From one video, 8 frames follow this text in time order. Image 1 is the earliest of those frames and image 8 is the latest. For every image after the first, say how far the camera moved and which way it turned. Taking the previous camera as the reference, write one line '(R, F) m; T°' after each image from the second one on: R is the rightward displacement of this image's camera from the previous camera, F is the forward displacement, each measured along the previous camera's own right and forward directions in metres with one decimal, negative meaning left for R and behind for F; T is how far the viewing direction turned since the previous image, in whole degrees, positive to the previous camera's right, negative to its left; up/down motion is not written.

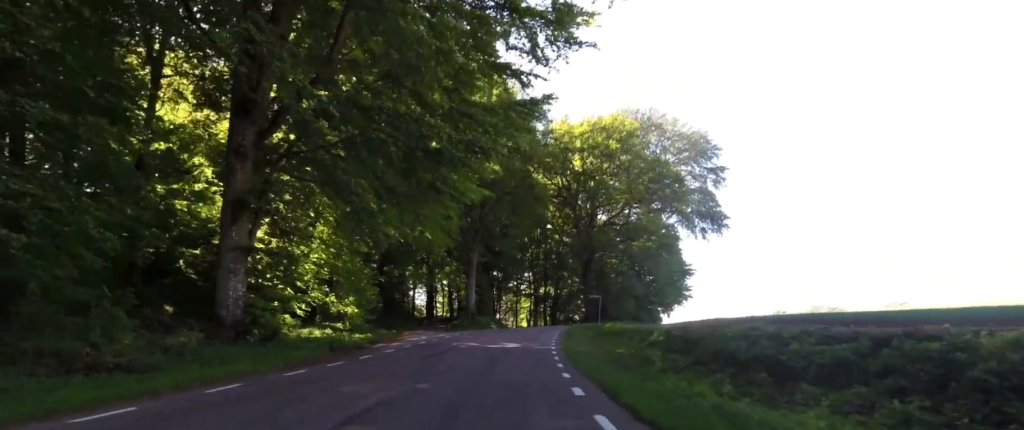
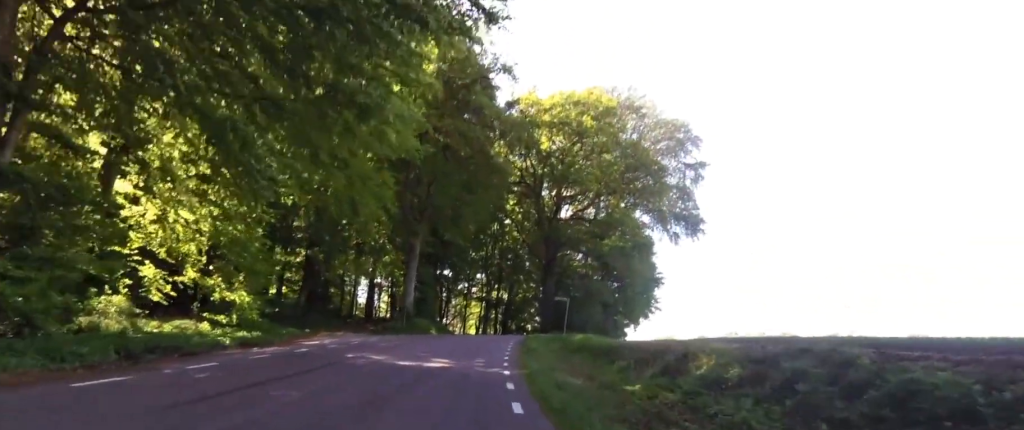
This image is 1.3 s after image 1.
(0.0, +9.6) m; 0°
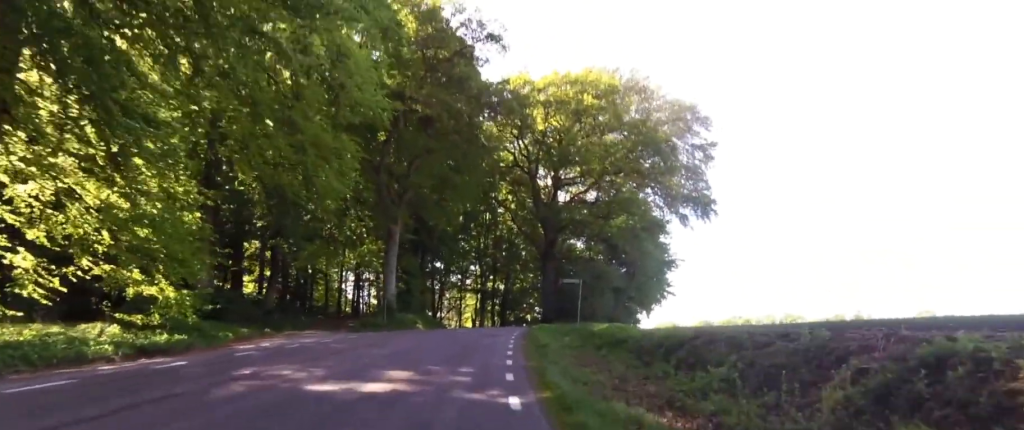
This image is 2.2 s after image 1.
(0.0, +6.4) m; 0°
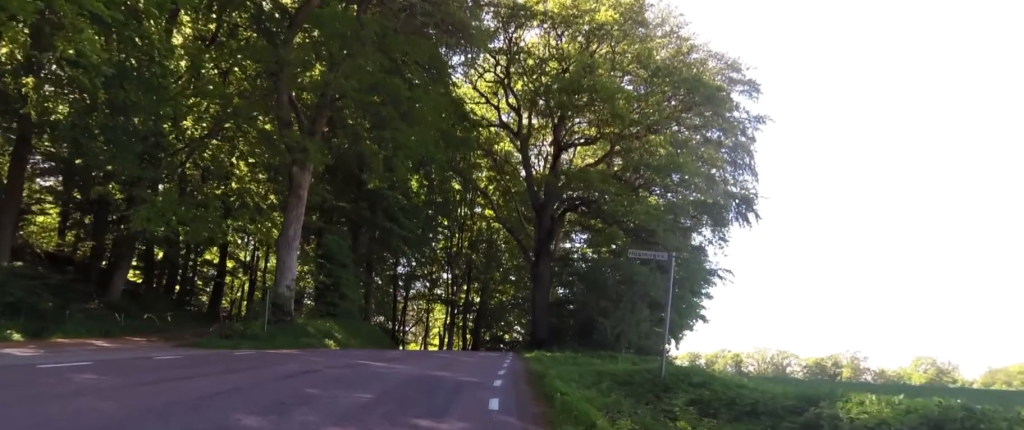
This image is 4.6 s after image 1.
(+2.5, +14.7) m; +14°
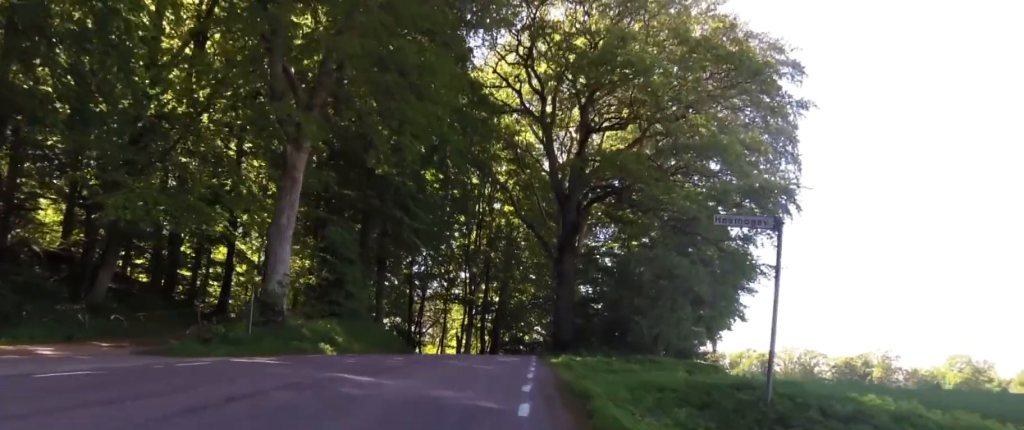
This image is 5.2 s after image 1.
(-0.2, +3.1) m; -5°
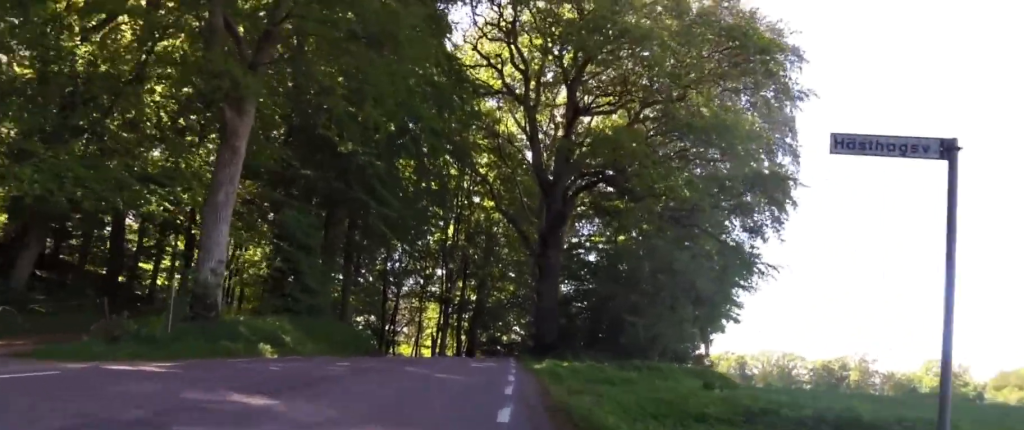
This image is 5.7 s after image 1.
(-0.5, +3.1) m; -7°
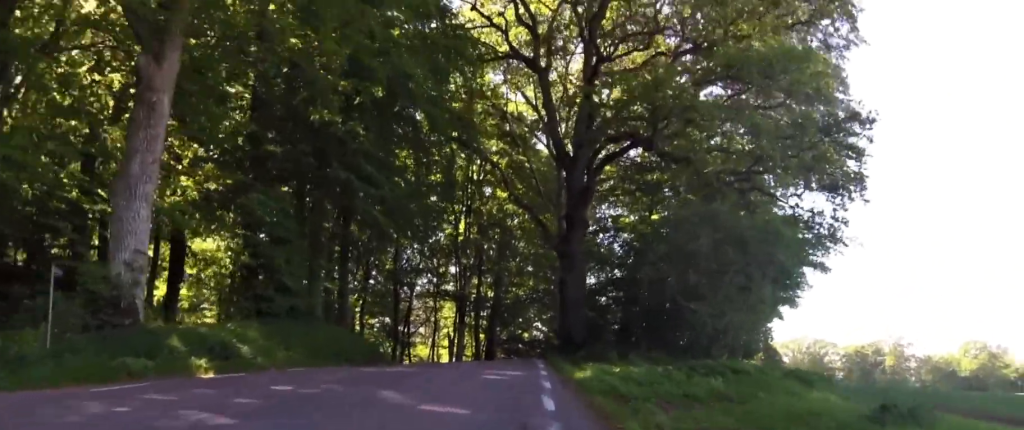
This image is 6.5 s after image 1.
(-0.1, +4.9) m; +9°
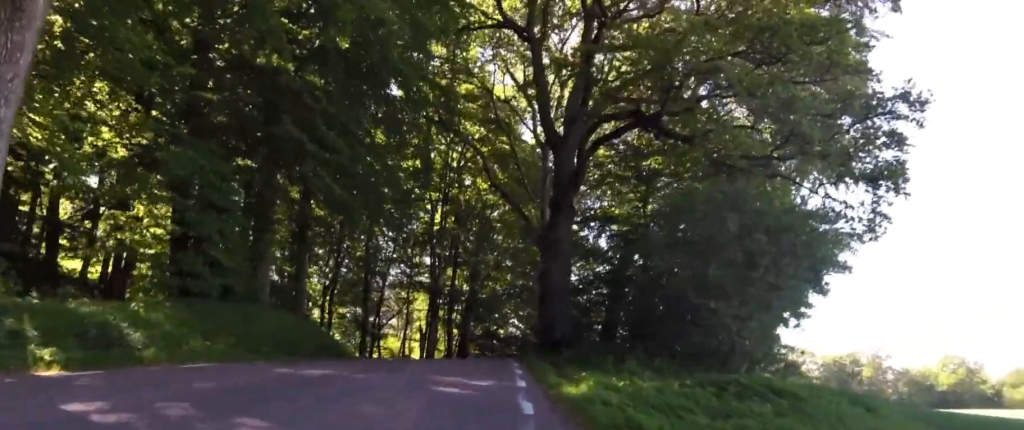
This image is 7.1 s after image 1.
(+0.3, +3.3) m; +5°
